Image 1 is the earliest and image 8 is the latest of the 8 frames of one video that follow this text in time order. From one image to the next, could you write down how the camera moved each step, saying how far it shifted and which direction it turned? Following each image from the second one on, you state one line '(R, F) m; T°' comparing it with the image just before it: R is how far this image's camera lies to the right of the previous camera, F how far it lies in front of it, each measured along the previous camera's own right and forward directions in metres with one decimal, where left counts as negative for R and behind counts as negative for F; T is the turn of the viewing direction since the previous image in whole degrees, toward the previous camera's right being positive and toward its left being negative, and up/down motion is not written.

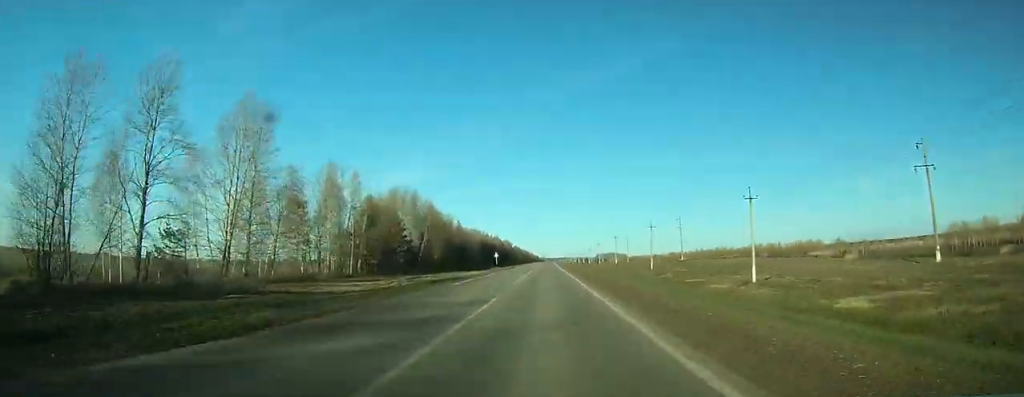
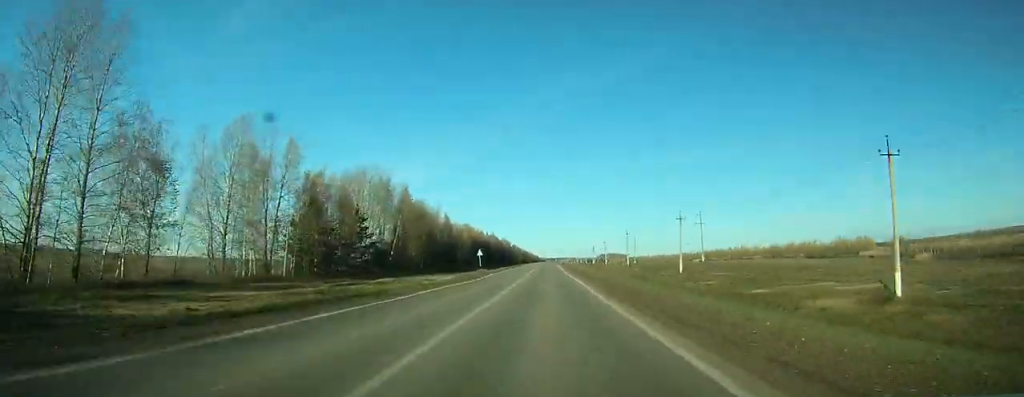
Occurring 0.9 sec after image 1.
(0.0, +26.0) m; 0°
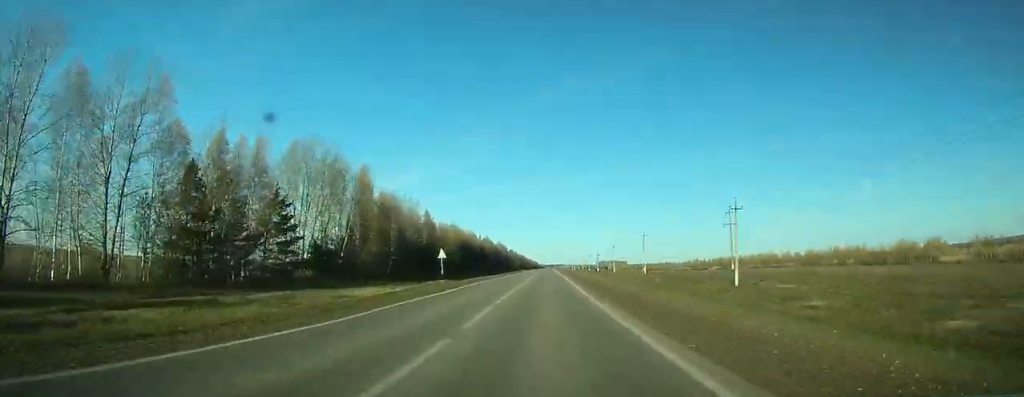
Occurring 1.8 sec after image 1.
(0.0, +28.0) m; 0°
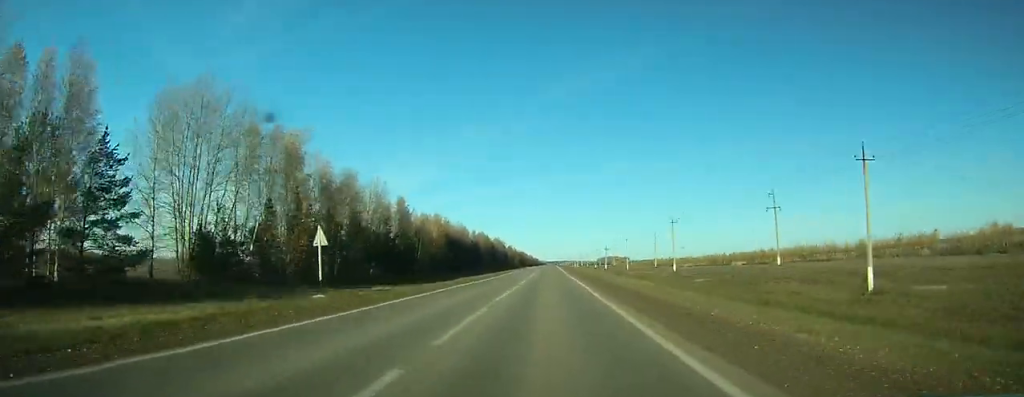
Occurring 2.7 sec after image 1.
(+0.1, +27.9) m; 0°
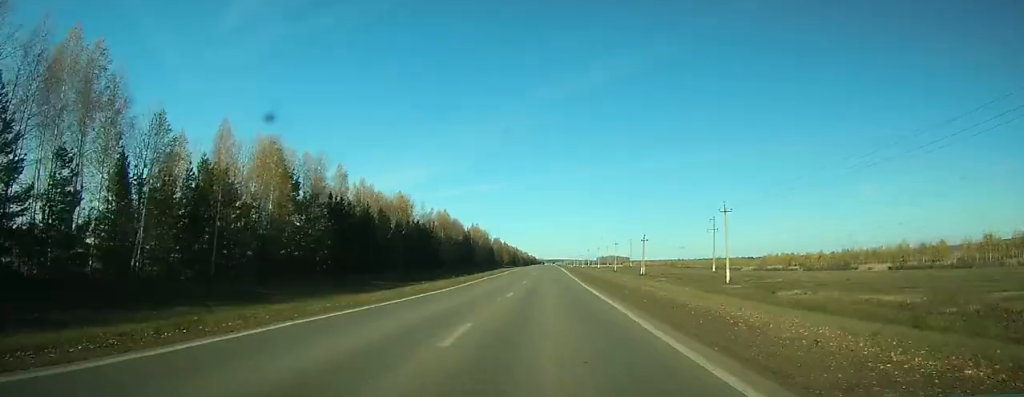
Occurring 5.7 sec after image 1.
(+0.3, +87.4) m; 0°
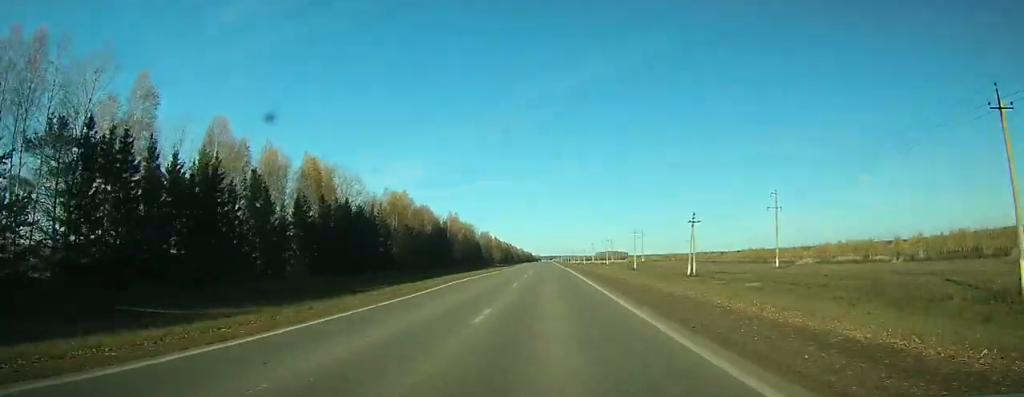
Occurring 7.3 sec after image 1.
(-0.2, +41.9) m; 0°
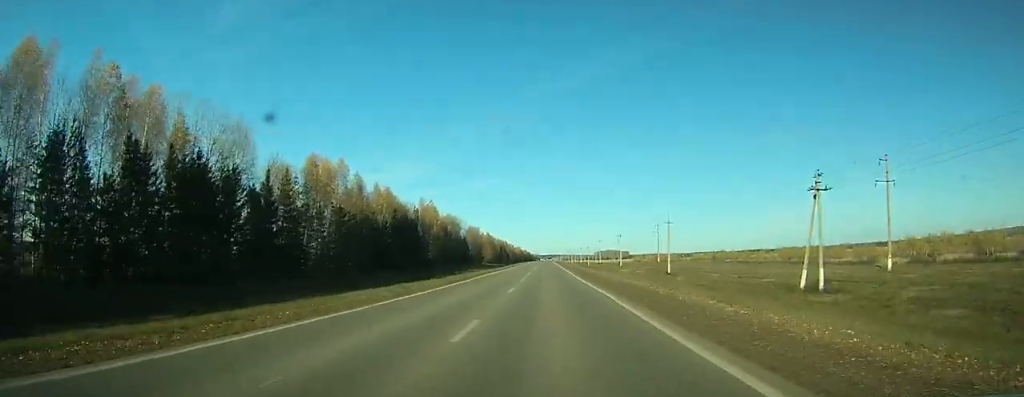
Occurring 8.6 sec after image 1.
(0.0, +36.1) m; 0°
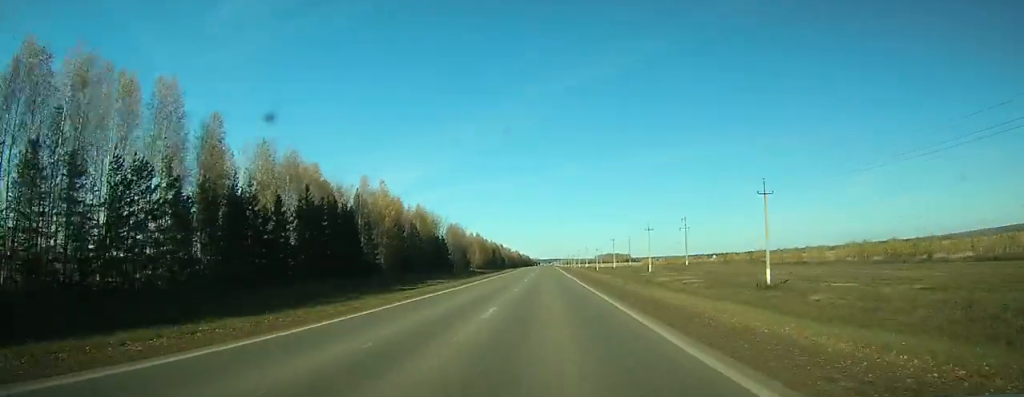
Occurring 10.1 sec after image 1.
(0.0, +42.0) m; 0°
